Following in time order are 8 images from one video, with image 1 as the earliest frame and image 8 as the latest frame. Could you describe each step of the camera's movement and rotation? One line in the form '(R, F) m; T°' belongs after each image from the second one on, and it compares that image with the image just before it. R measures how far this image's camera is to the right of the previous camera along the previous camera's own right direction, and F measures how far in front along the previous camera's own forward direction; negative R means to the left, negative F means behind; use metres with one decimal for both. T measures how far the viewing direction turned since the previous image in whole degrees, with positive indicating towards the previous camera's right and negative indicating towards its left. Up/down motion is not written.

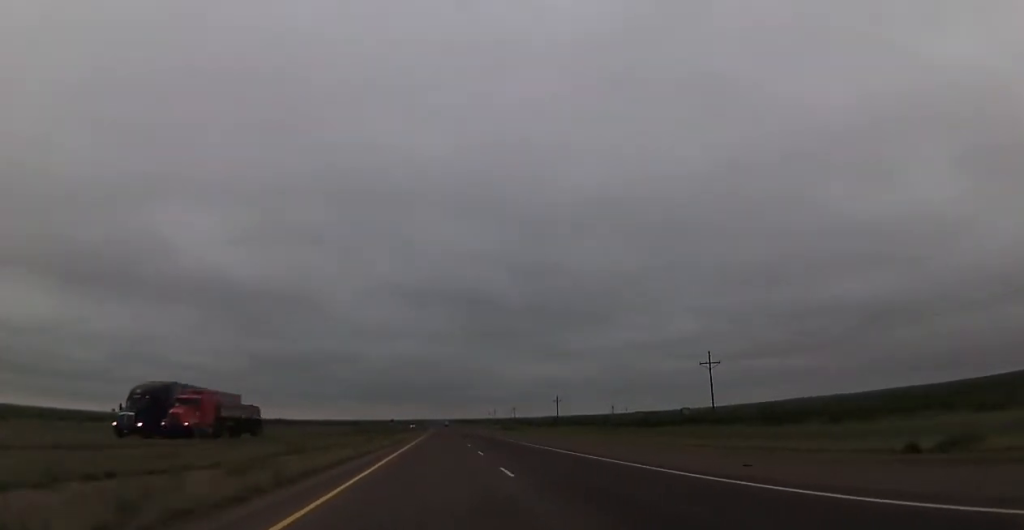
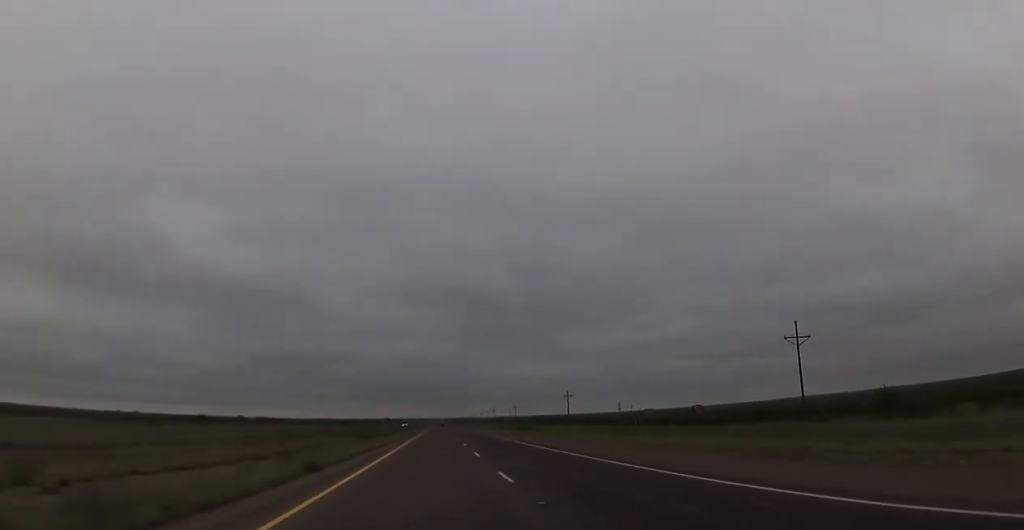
(-0.2, +25.7) m; 0°
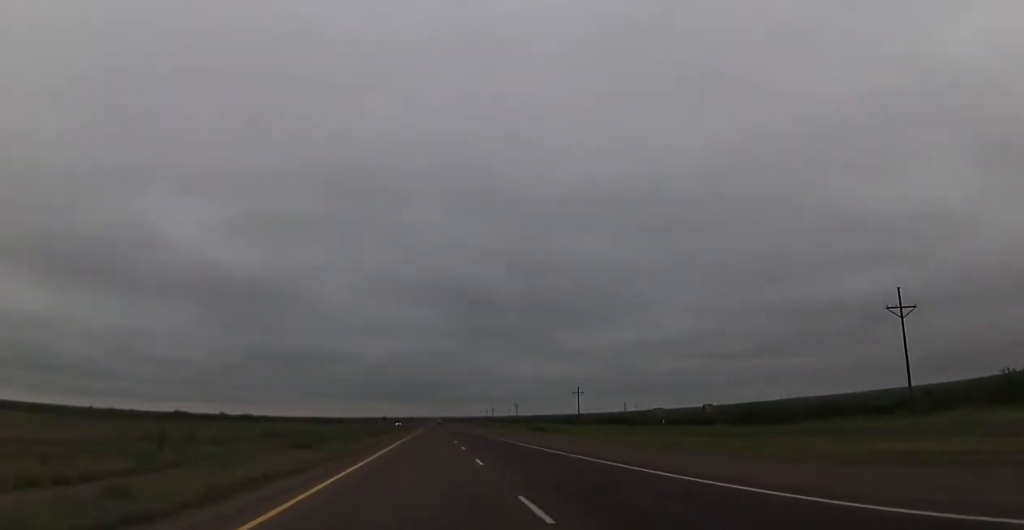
(+0.2, +18.4) m; 0°
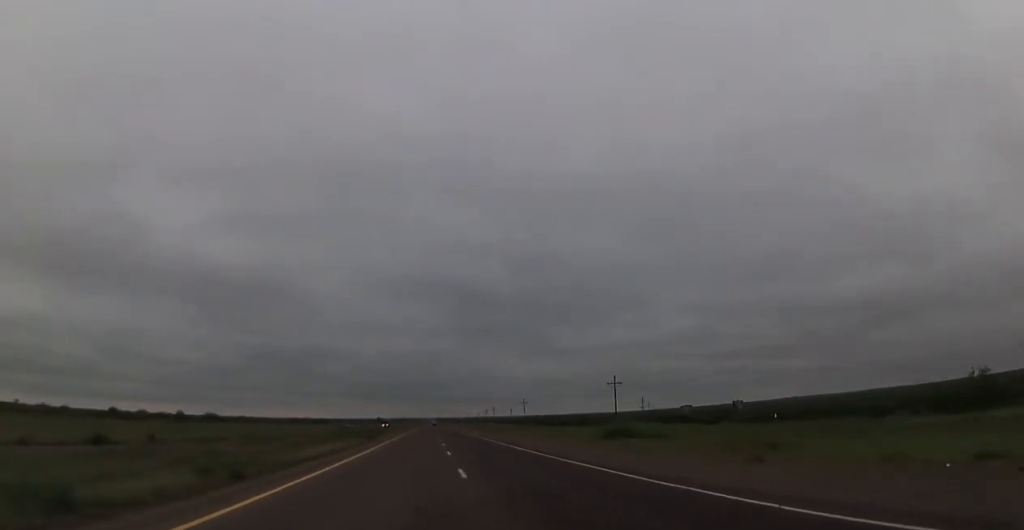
(+0.2, +40.7) m; +1°
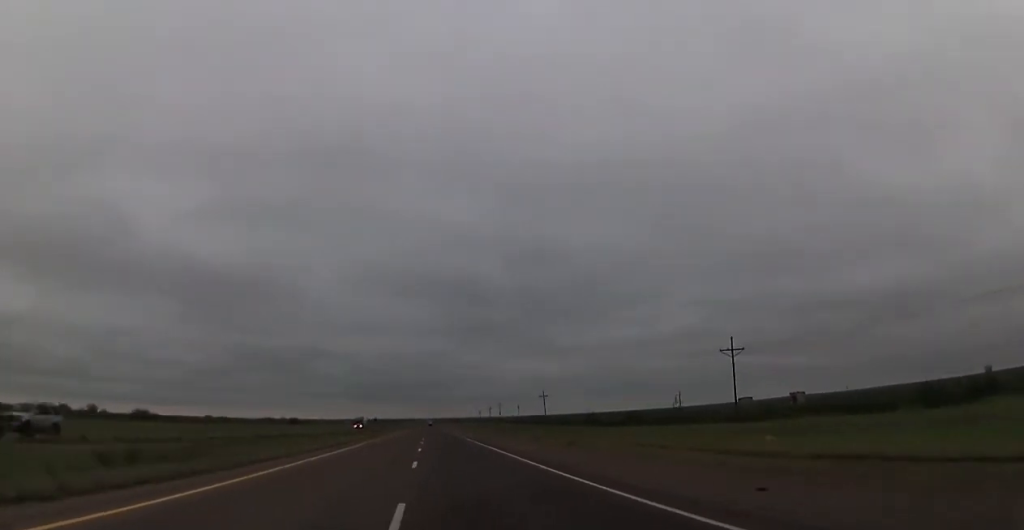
(+0.5, +56.7) m; 0°
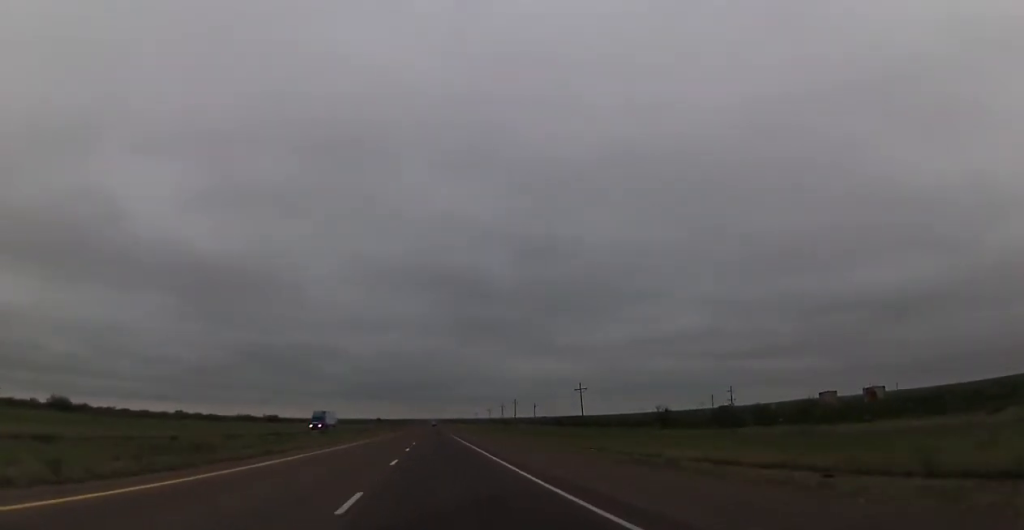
(0.0, +46.9) m; 0°
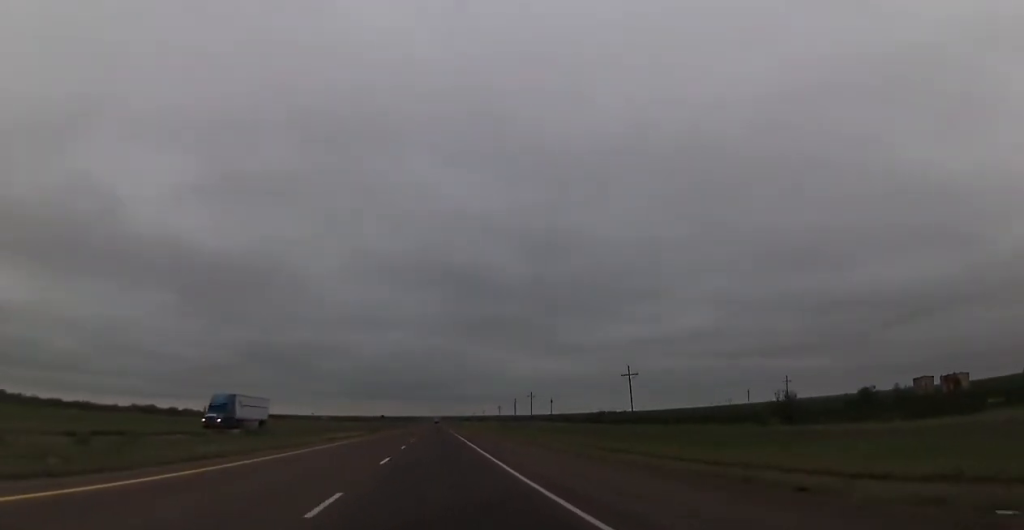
(-0.1, +37.0) m; -1°
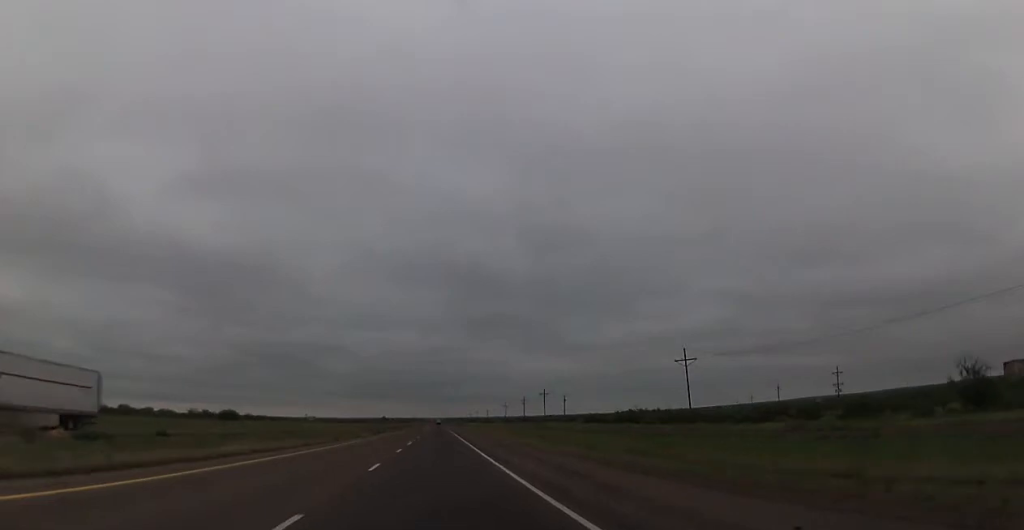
(-0.2, +27.2) m; 0°
